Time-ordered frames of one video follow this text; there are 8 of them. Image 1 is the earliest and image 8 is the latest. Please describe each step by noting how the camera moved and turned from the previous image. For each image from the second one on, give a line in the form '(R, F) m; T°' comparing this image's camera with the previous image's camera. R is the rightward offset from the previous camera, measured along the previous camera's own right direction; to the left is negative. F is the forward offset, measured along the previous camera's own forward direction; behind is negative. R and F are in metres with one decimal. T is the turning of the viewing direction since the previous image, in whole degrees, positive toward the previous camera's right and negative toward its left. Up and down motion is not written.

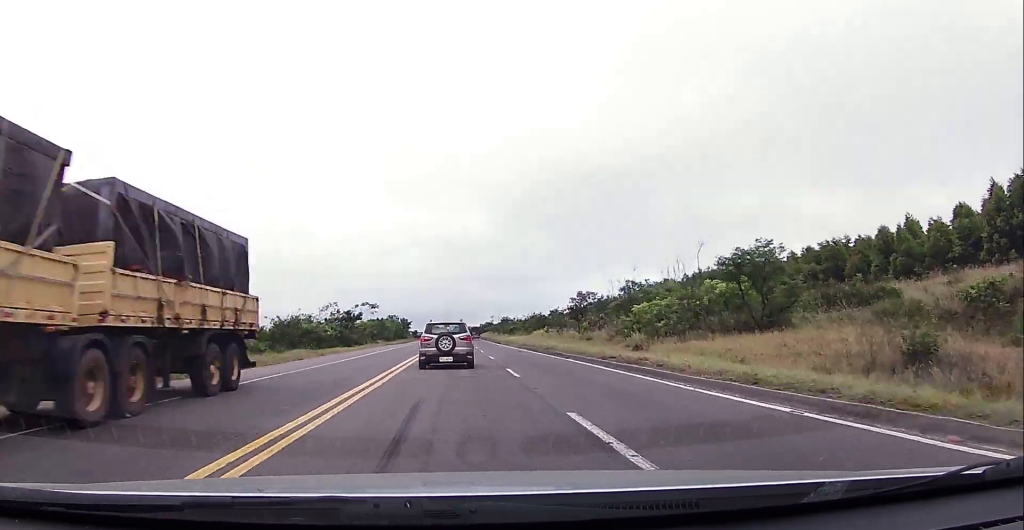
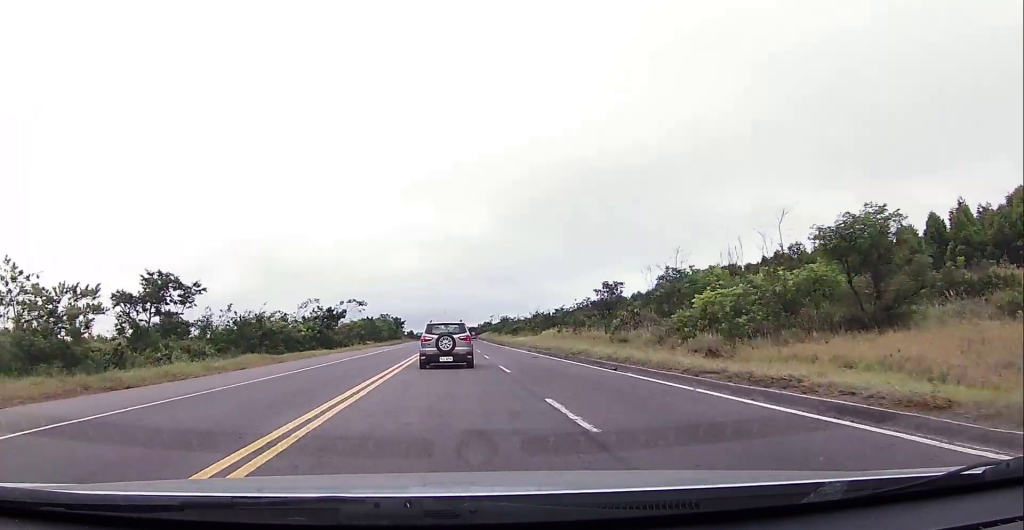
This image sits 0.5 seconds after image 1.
(+0.2, +9.7) m; 0°
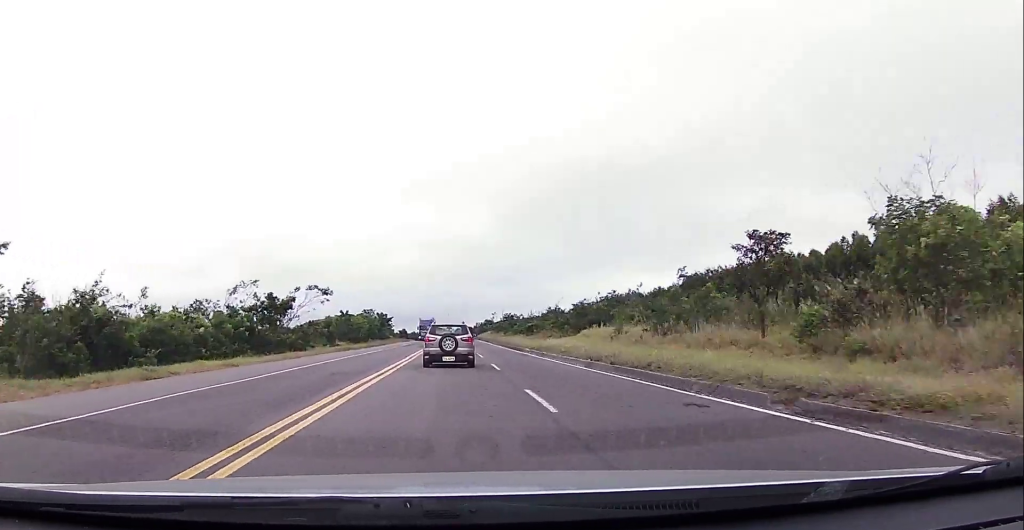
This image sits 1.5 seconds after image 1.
(0.0, +21.5) m; -1°
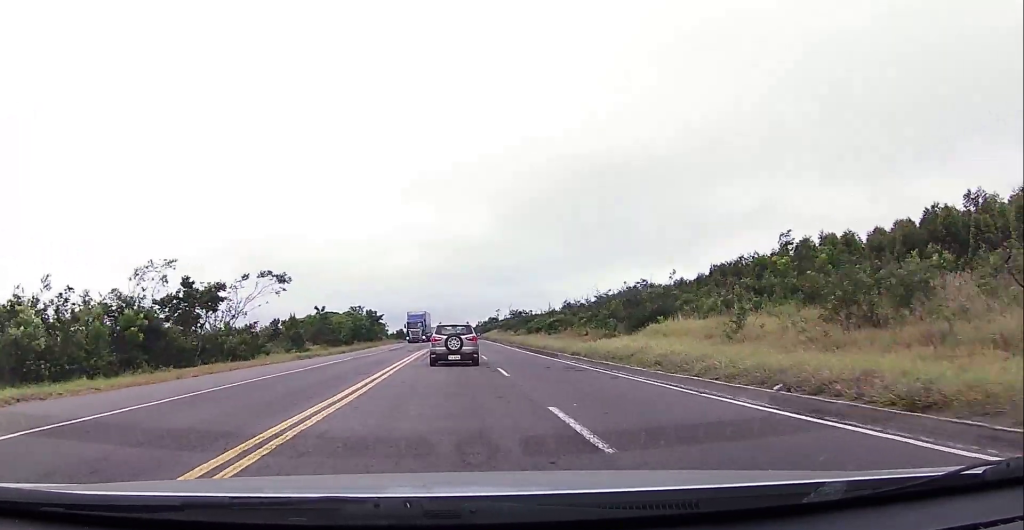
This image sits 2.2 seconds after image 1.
(-0.3, +15.3) m; -1°
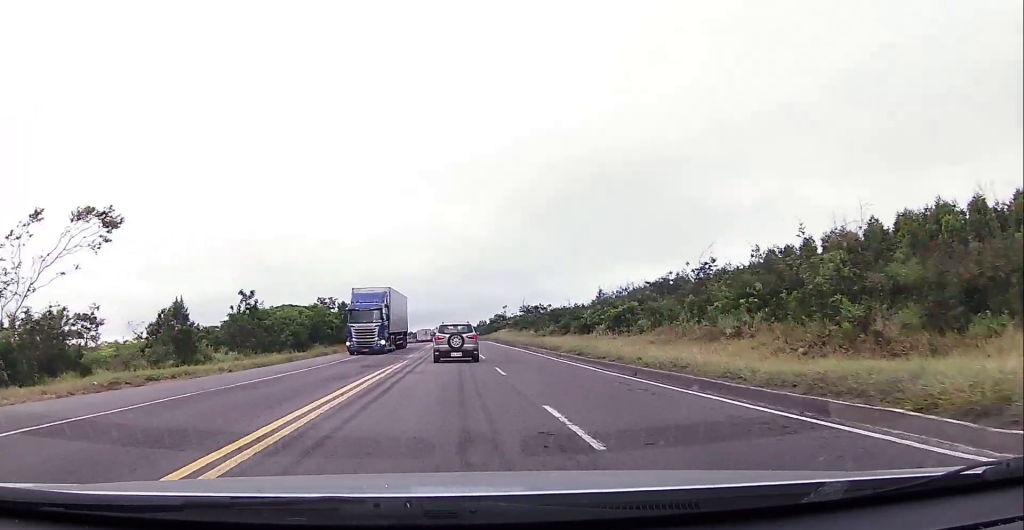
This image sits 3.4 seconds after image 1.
(+0.3, +23.6) m; +2°
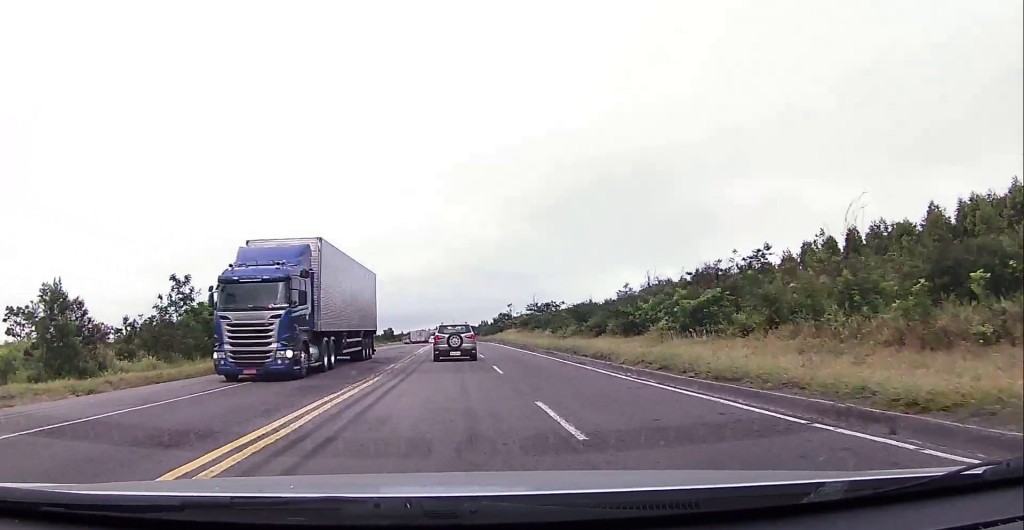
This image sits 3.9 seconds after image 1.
(+0.4, +11.1) m; 0°
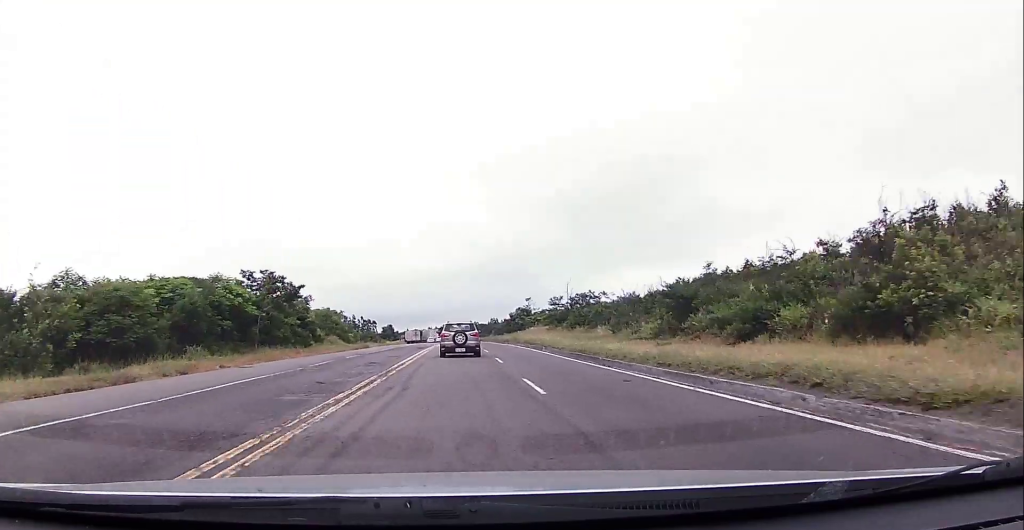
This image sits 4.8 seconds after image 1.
(-0.2, +18.9) m; -1°
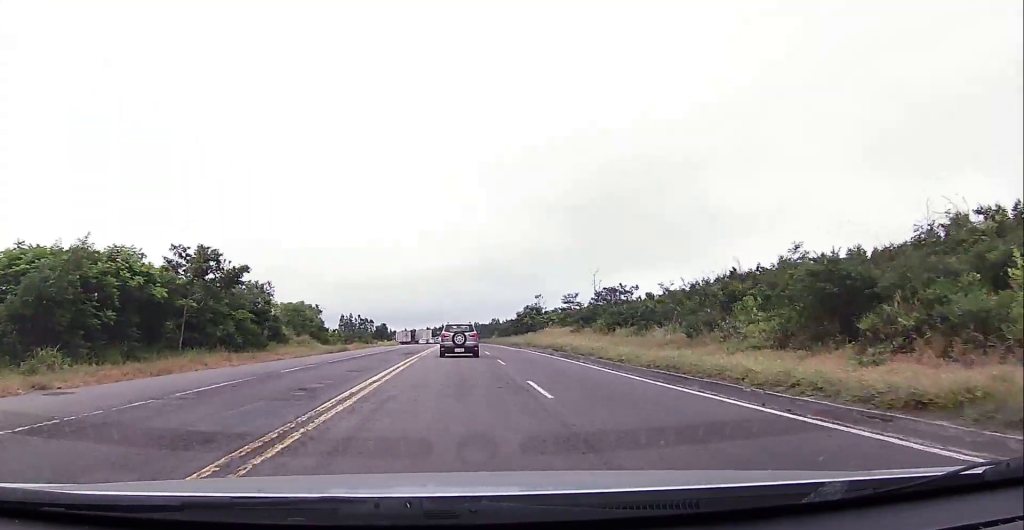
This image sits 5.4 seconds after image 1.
(-0.1, +12.1) m; 0°
